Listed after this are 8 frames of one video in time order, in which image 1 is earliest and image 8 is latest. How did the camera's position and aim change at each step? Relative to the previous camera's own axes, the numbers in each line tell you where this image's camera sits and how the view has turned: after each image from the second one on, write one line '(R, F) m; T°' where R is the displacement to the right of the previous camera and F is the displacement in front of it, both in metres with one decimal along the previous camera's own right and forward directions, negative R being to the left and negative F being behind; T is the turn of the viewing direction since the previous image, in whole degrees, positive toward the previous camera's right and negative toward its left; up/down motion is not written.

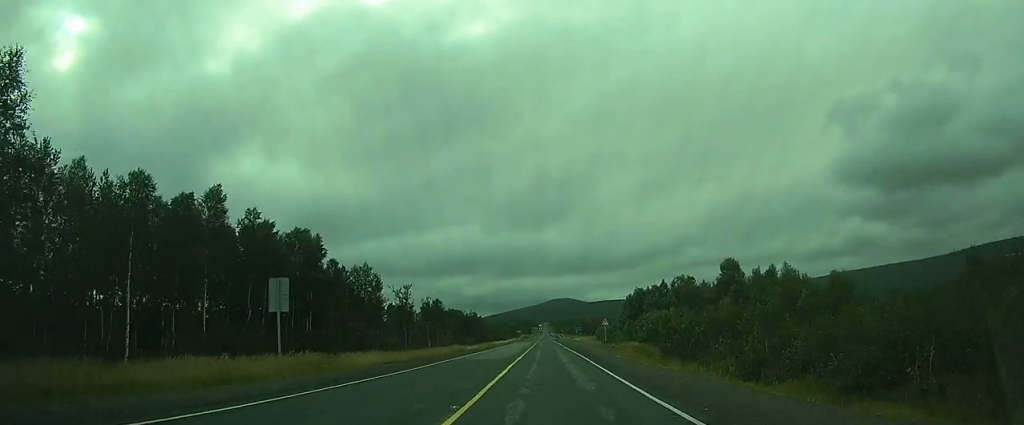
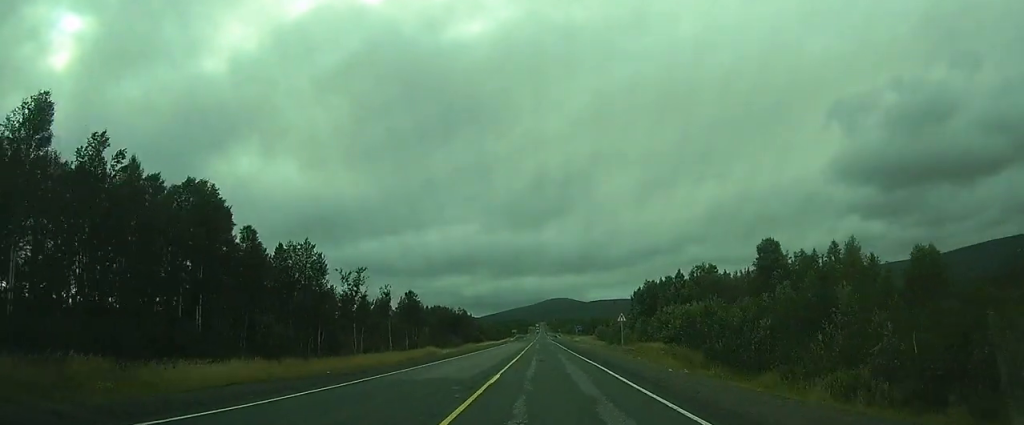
(0.0, +14.7) m; 0°
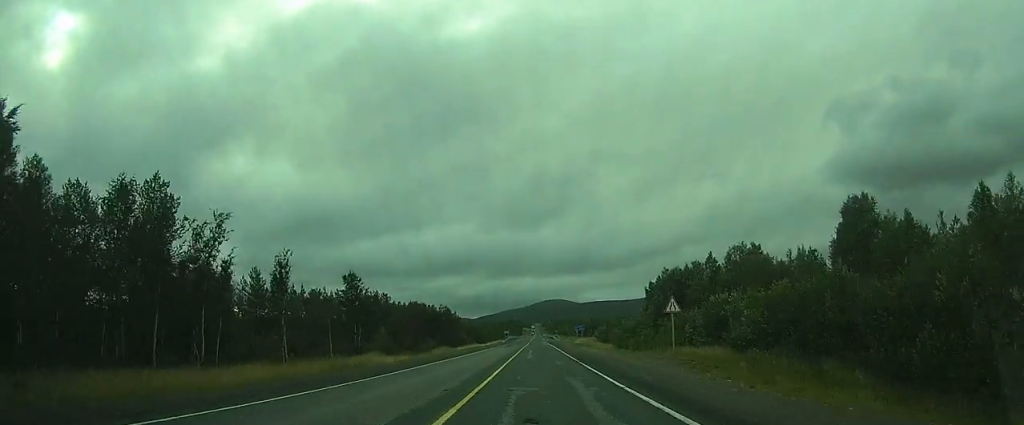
(0.0, +19.4) m; 0°
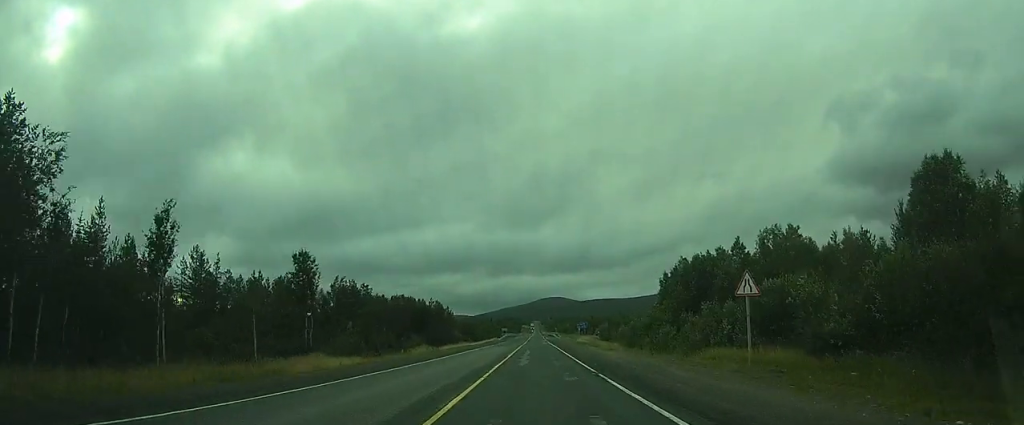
(0.0, +10.1) m; 0°
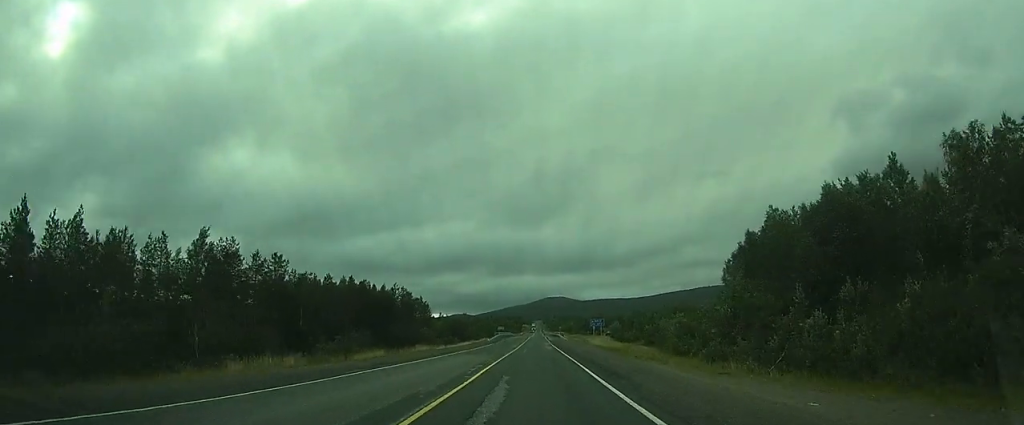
(+0.1, +29.0) m; 0°
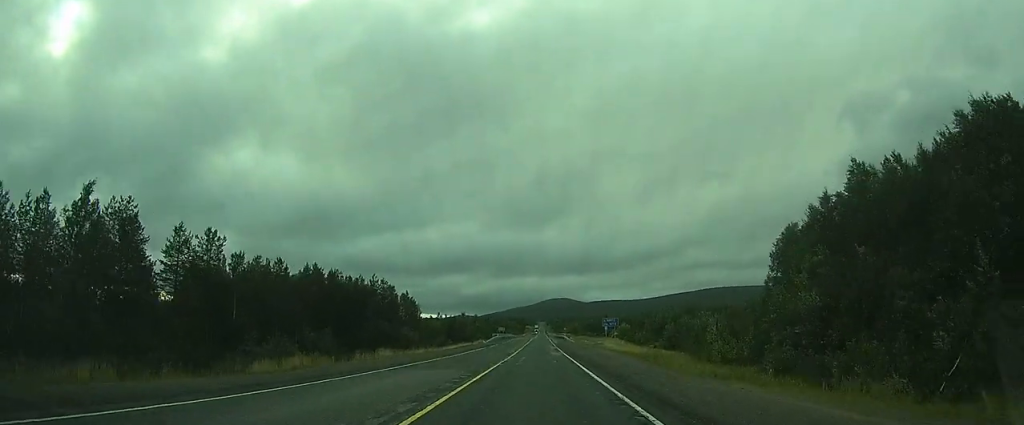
(0.0, +12.6) m; 0°
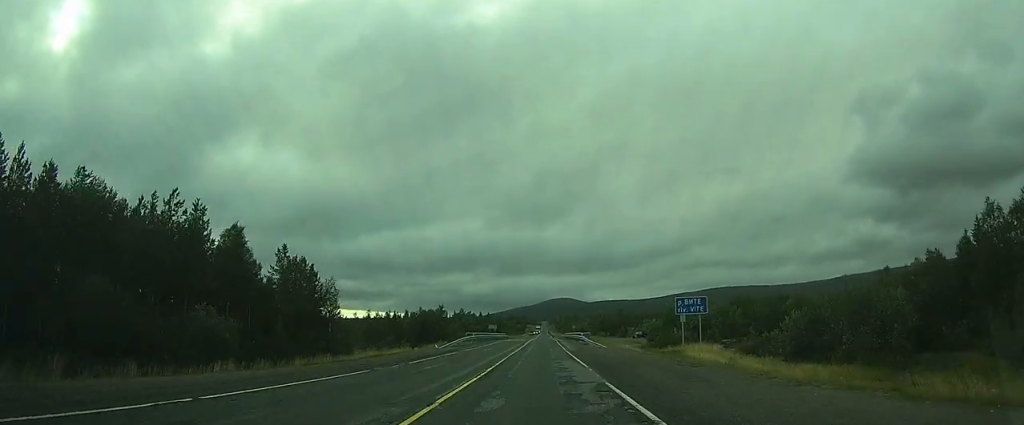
(+0.1, +41.0) m; 0°
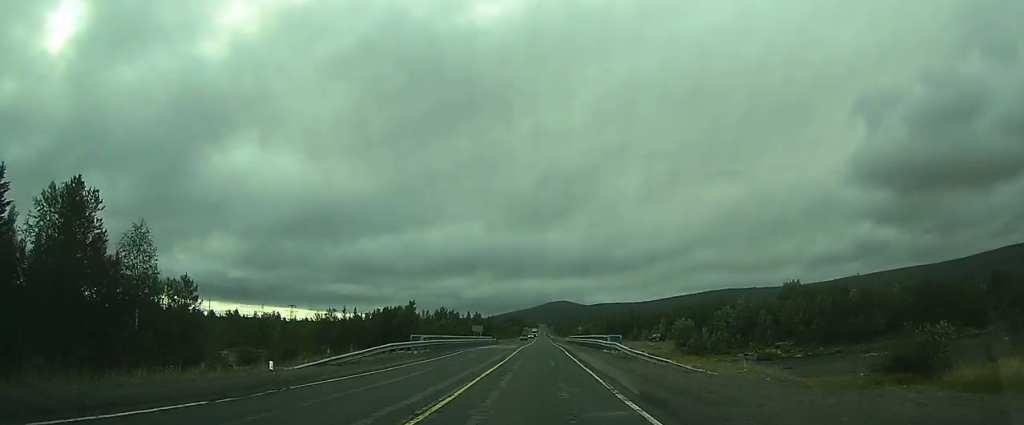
(0.0, +28.4) m; 0°
